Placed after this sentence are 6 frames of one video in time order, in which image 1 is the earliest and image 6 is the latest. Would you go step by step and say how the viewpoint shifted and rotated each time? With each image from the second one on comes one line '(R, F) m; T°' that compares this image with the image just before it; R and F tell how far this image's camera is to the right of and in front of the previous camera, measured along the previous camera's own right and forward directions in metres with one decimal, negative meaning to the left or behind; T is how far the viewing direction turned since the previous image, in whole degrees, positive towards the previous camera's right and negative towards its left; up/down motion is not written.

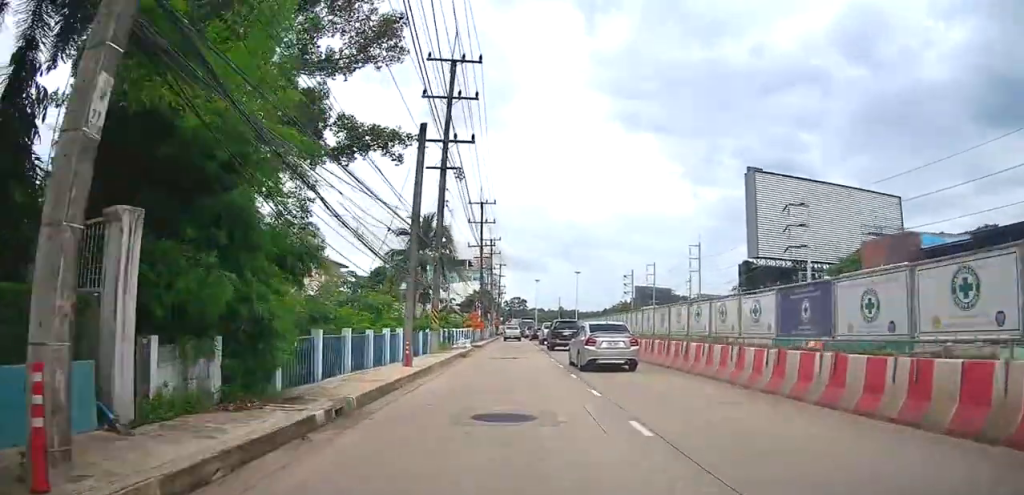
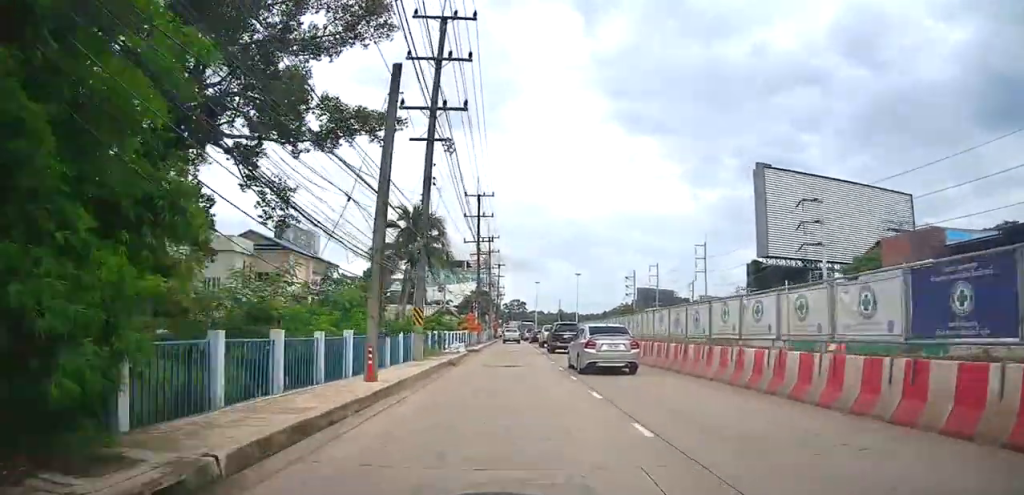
(+0.1, +4.1) m; 0°
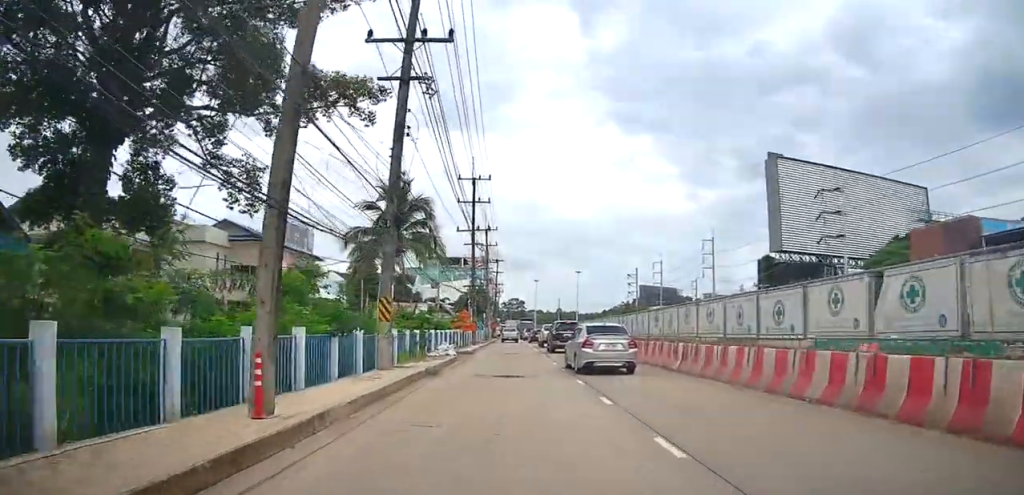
(+0.1, +5.3) m; +1°
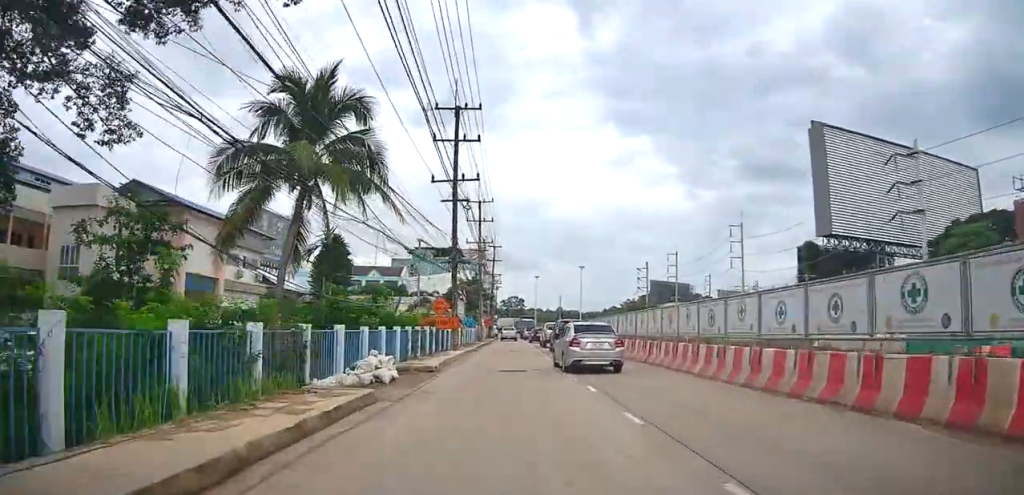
(-0.2, +14.4) m; -2°
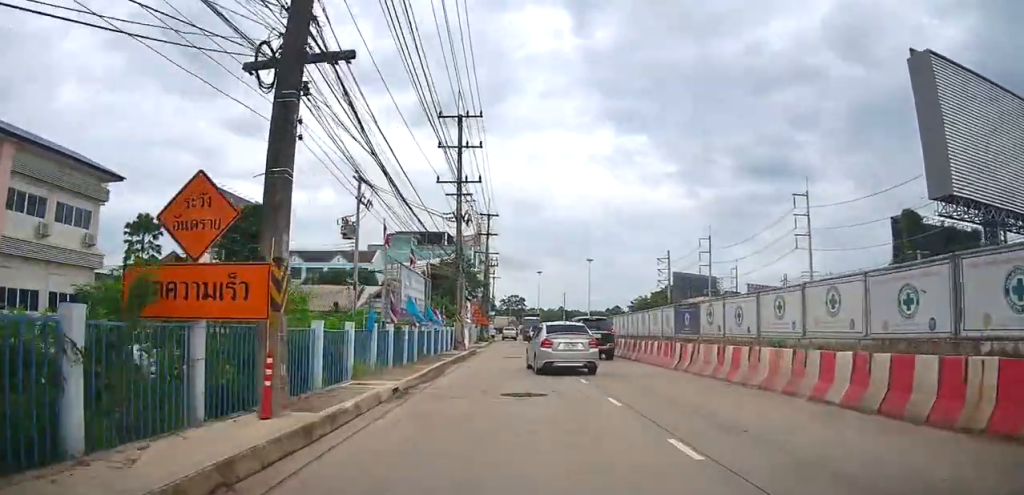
(+0.3, +22.7) m; +1°
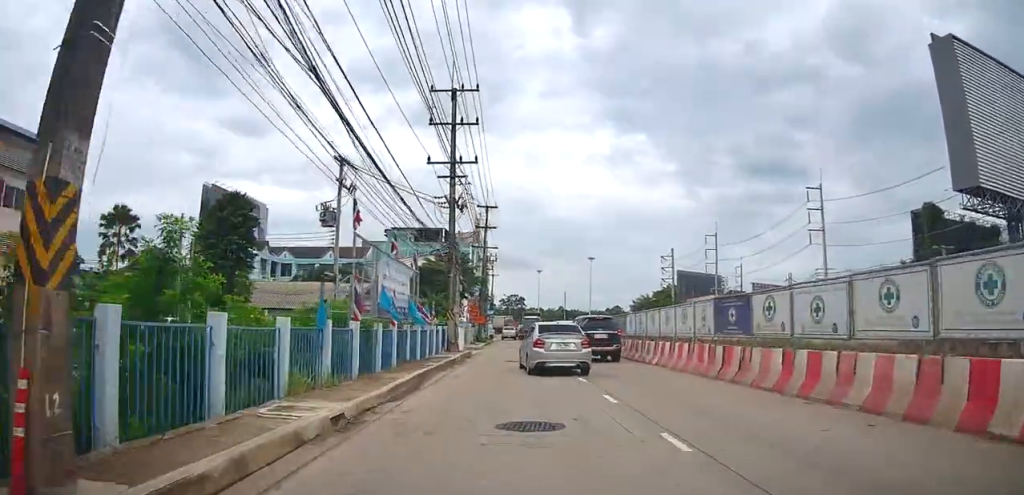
(0.0, +3.7) m; 0°
